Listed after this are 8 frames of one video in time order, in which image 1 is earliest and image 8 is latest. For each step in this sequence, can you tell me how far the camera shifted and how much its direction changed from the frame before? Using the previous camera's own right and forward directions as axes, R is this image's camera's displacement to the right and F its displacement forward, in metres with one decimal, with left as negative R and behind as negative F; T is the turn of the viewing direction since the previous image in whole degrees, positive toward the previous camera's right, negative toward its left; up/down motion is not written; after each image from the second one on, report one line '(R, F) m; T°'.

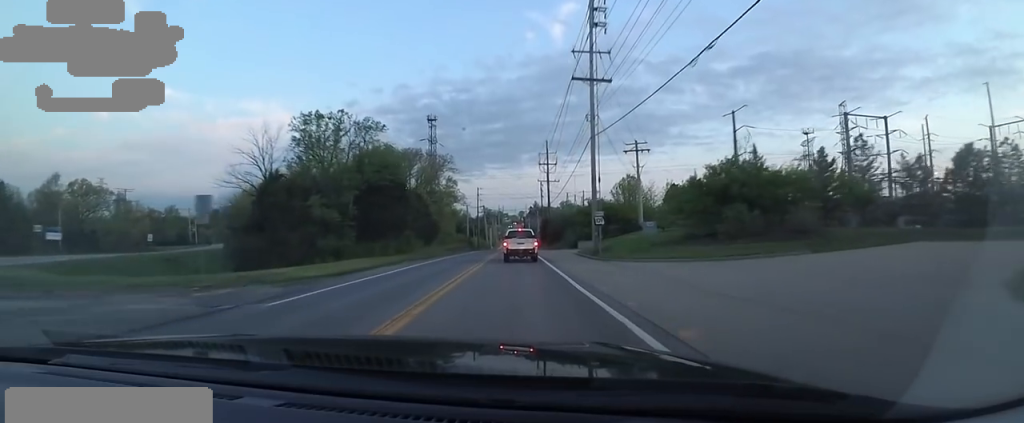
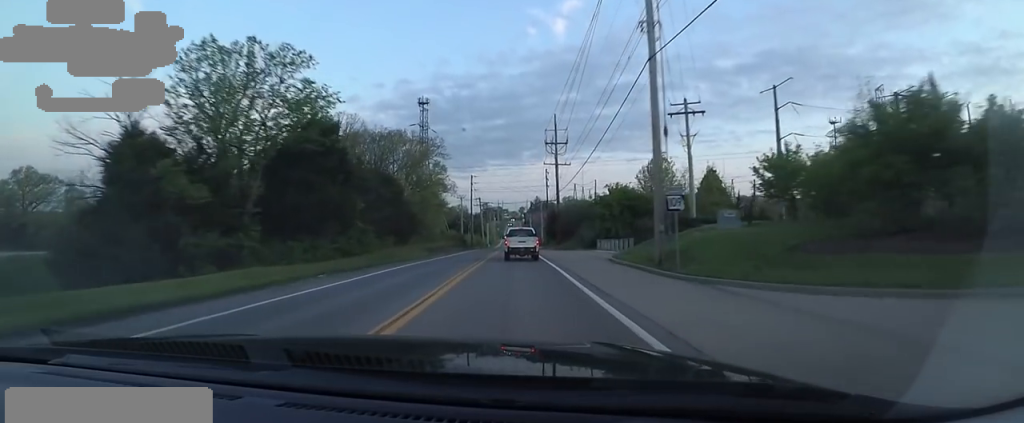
(-1.5, +15.4) m; -5°
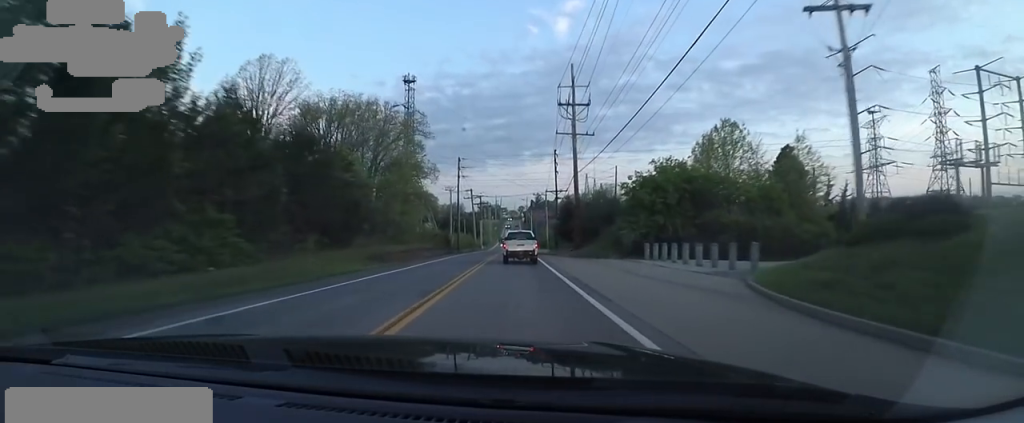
(-0.4, +19.2) m; +3°
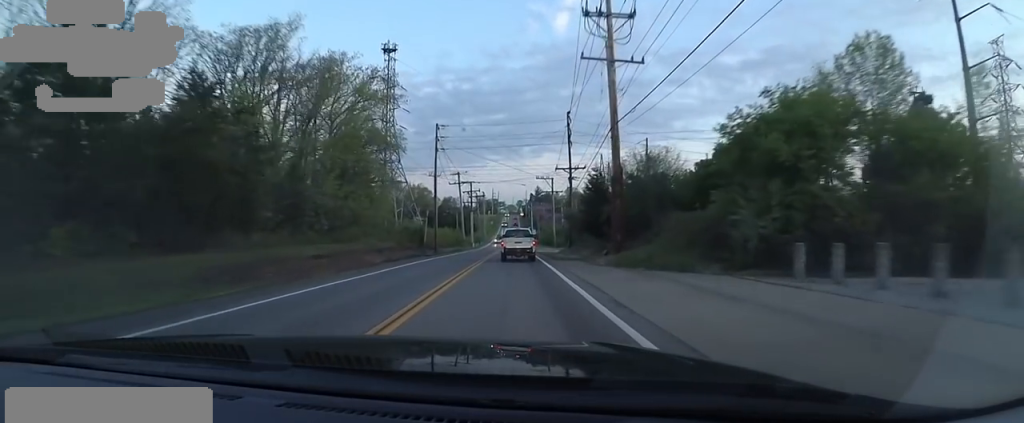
(+1.4, +17.7) m; +1°
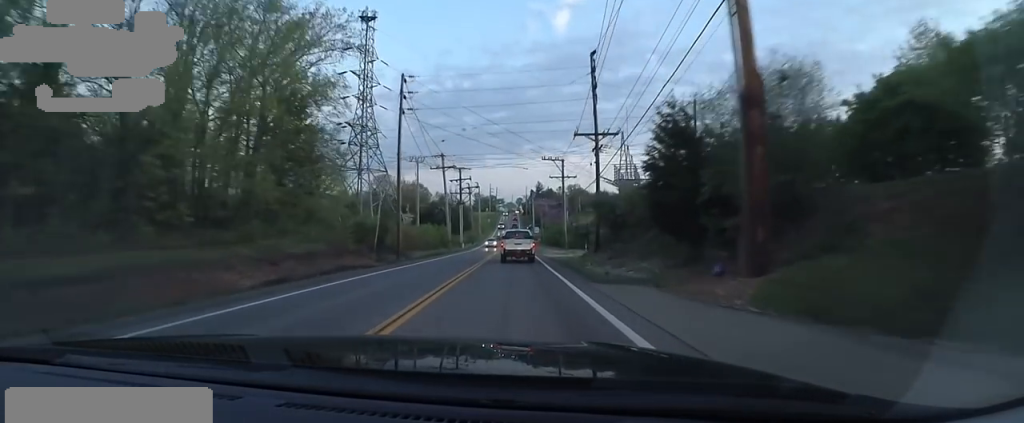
(-0.5, +15.1) m; 0°
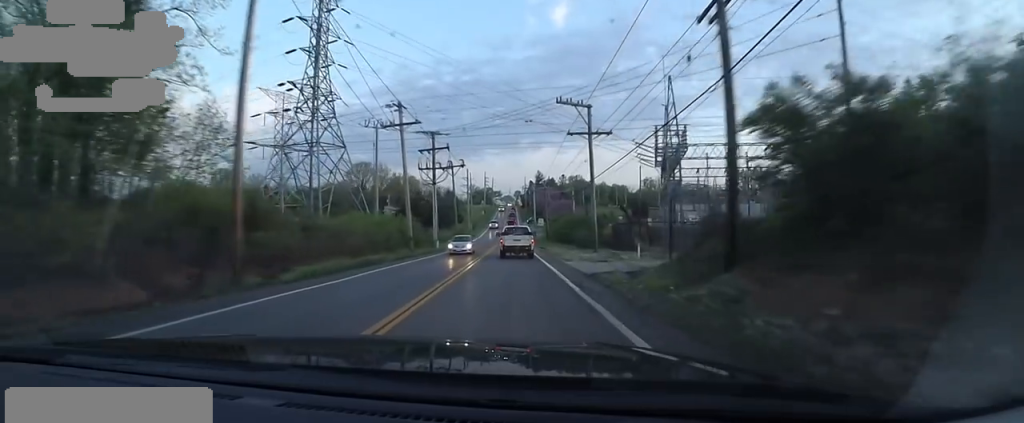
(+0.2, +19.3) m; +1°
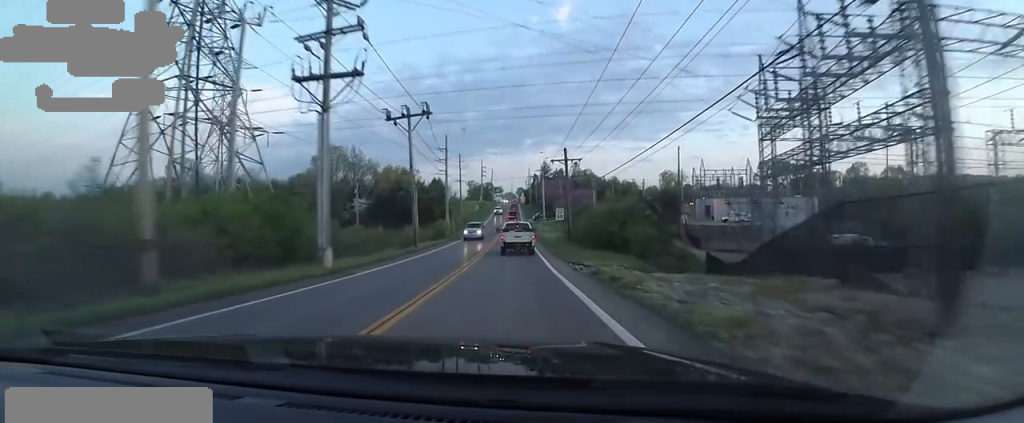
(-0.1, +25.6) m; -1°
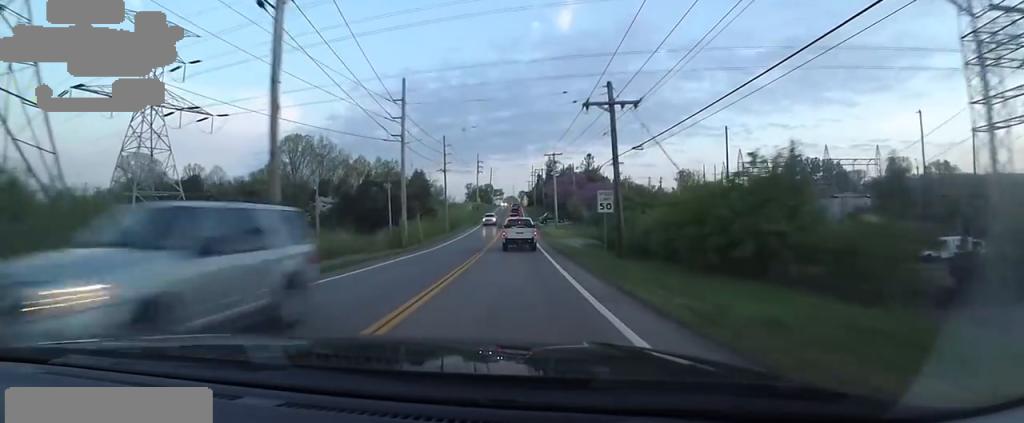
(+0.3, +21.2) m; -2°
